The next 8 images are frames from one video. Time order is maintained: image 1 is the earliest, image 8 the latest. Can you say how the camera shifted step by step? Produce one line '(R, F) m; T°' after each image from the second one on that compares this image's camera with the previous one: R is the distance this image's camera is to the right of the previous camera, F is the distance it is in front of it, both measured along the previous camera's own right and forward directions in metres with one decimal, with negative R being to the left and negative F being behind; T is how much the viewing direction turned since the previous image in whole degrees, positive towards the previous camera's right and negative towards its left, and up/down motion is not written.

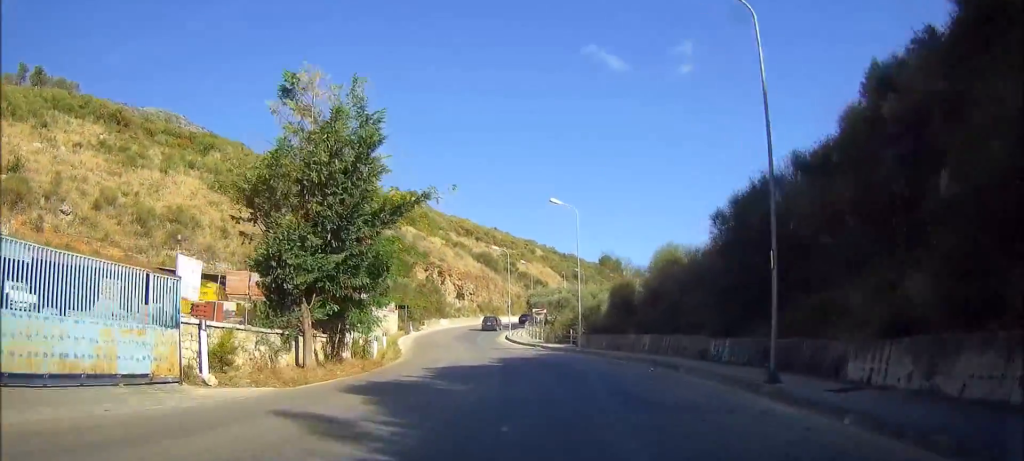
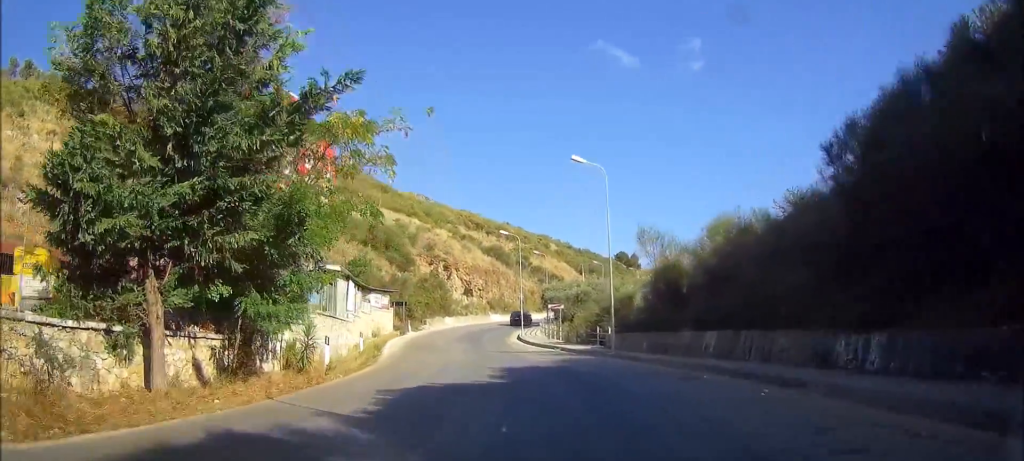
(-0.1, +9.5) m; -2°
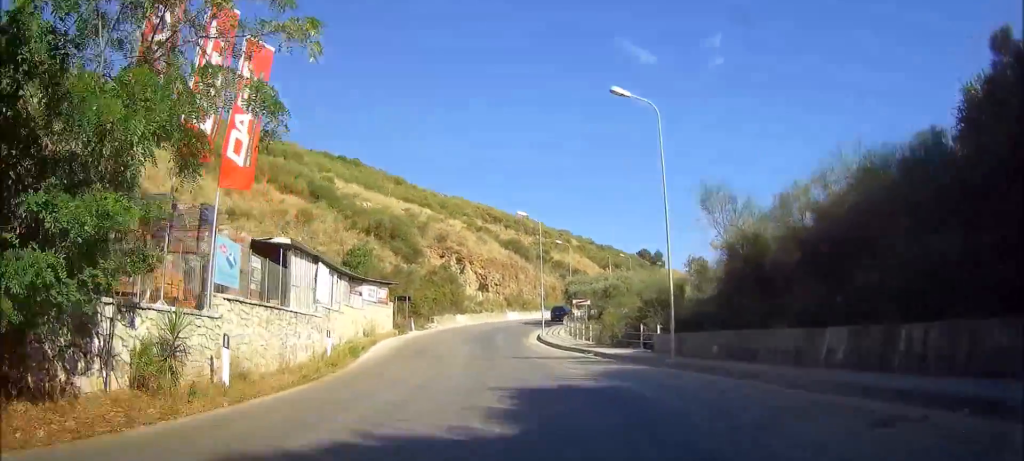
(0.0, +8.6) m; -2°
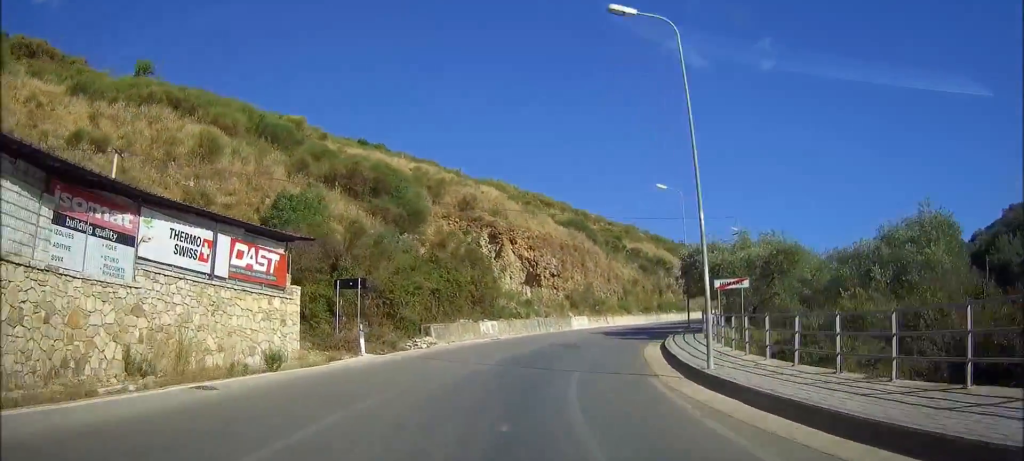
(-1.4, +31.0) m; -2°
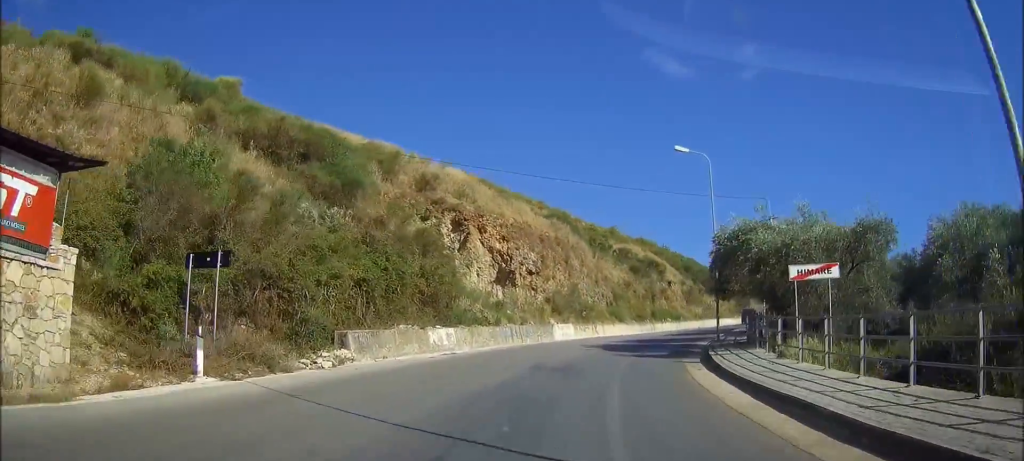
(+0.2, +10.7) m; +4°
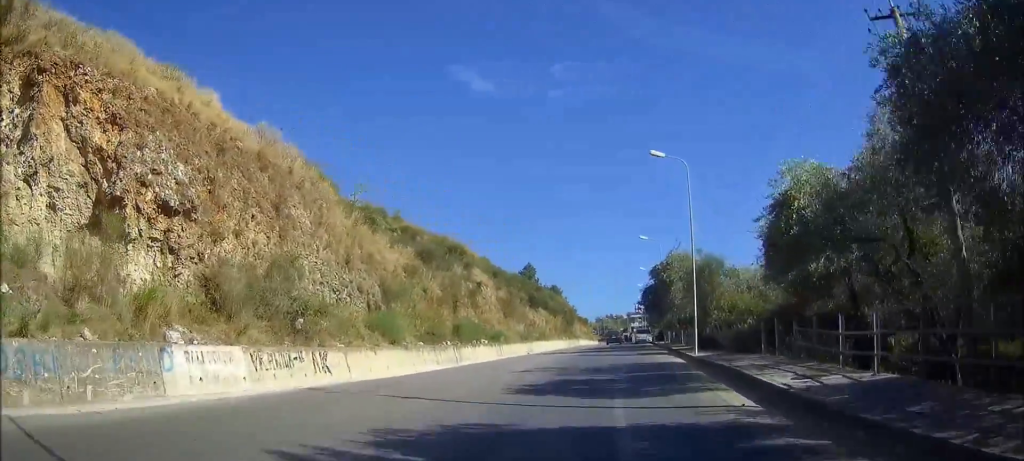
(+3.6, +28.0) m; +13°
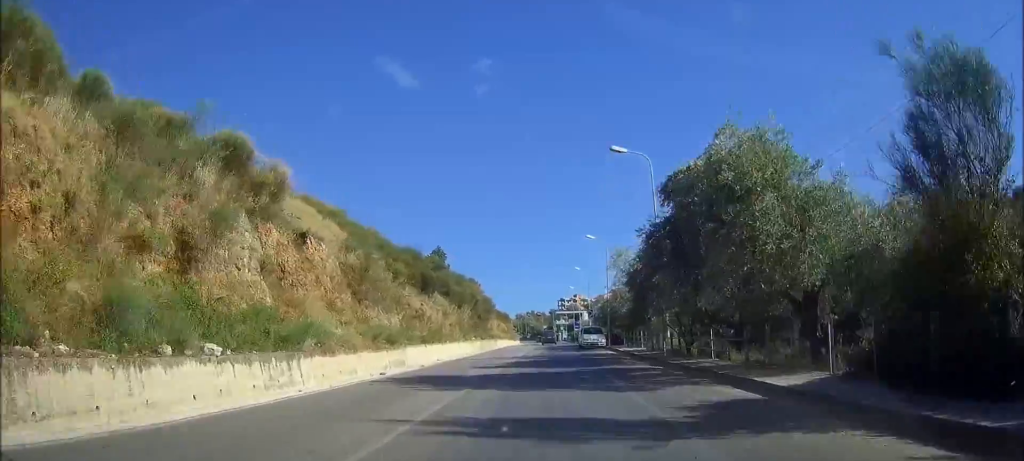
(+1.3, +25.8) m; +5°
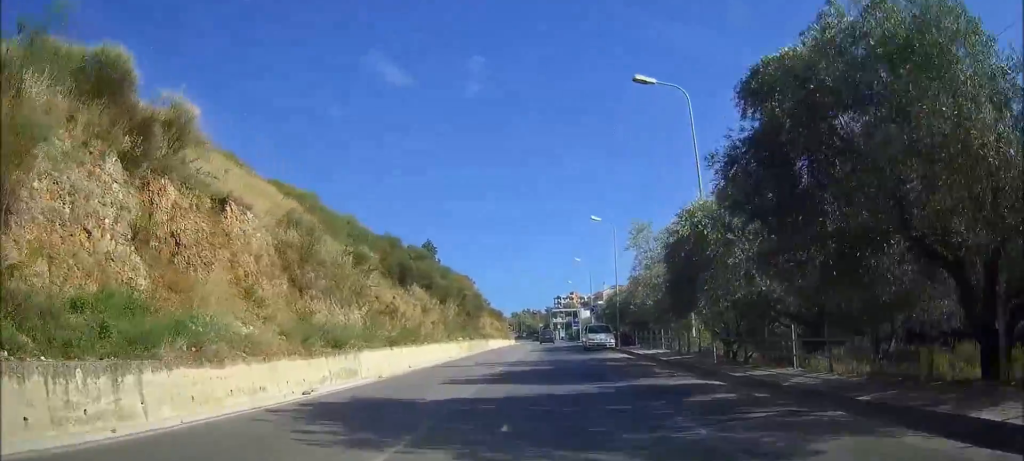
(+0.1, +7.7) m; +1°
